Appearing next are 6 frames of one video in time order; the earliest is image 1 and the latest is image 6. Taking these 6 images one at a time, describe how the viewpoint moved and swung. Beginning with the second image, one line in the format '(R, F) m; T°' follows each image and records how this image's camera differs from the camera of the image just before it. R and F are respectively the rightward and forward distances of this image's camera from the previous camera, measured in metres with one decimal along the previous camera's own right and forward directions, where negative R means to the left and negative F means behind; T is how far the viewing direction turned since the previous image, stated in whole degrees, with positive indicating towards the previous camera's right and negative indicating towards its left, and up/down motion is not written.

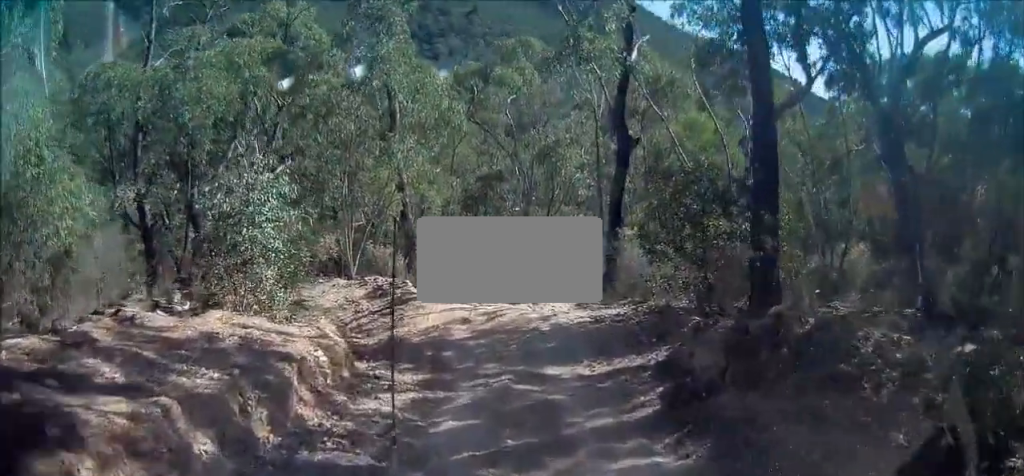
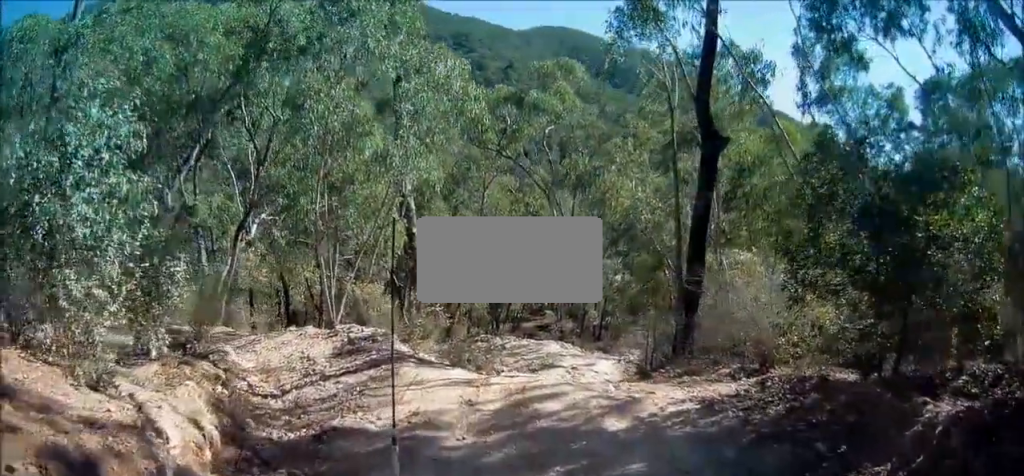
(+0.2, +5.4) m; +1°
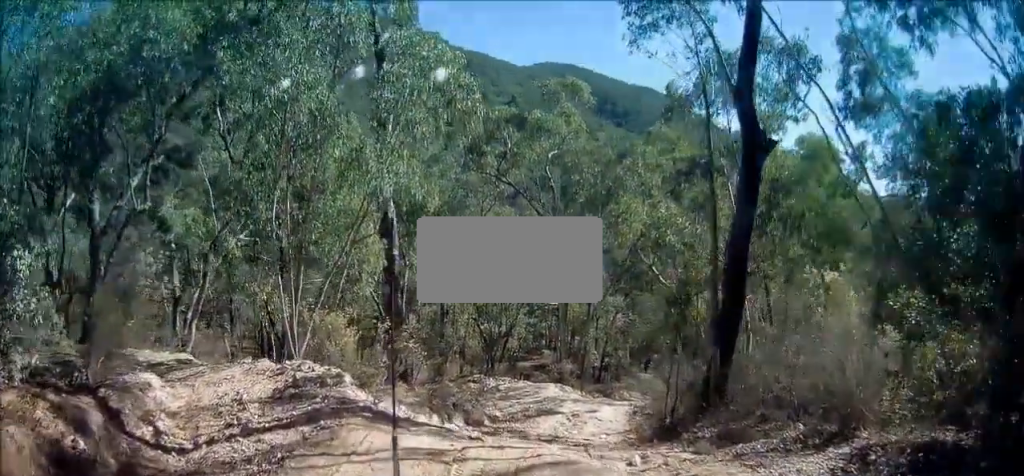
(-0.2, +2.9) m; -2°
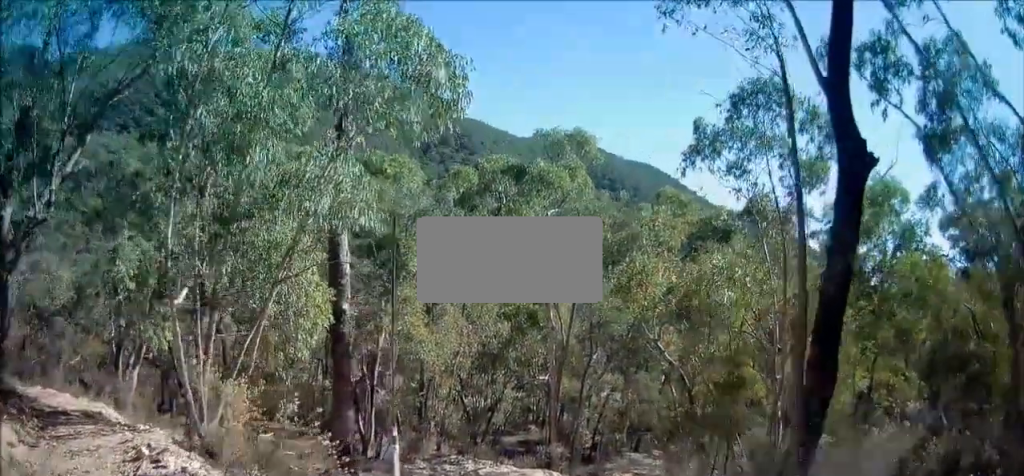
(0.0, +4.6) m; -2°
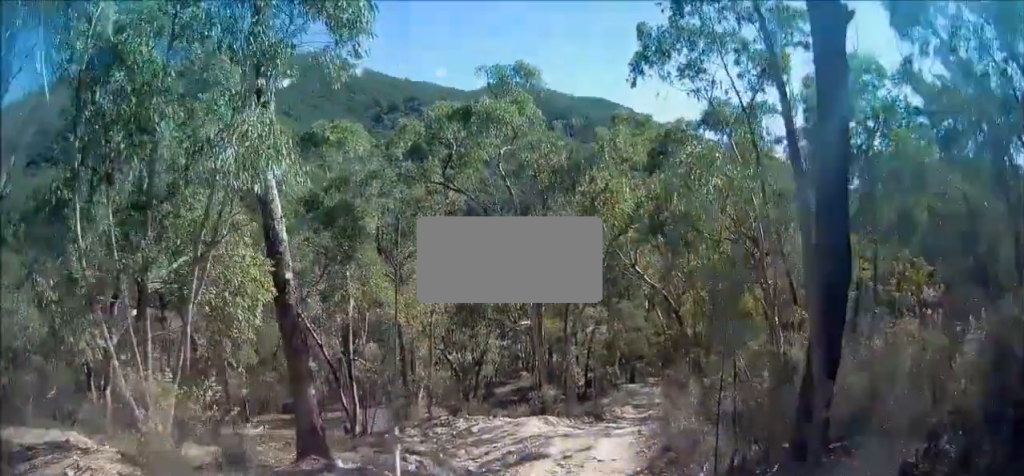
(-0.1, +1.4) m; -1°
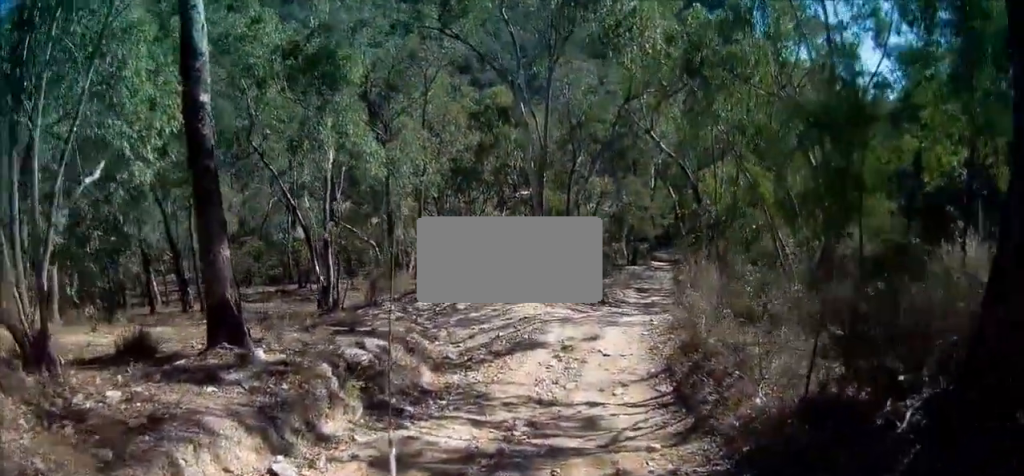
(0.0, +3.0) m; +4°
